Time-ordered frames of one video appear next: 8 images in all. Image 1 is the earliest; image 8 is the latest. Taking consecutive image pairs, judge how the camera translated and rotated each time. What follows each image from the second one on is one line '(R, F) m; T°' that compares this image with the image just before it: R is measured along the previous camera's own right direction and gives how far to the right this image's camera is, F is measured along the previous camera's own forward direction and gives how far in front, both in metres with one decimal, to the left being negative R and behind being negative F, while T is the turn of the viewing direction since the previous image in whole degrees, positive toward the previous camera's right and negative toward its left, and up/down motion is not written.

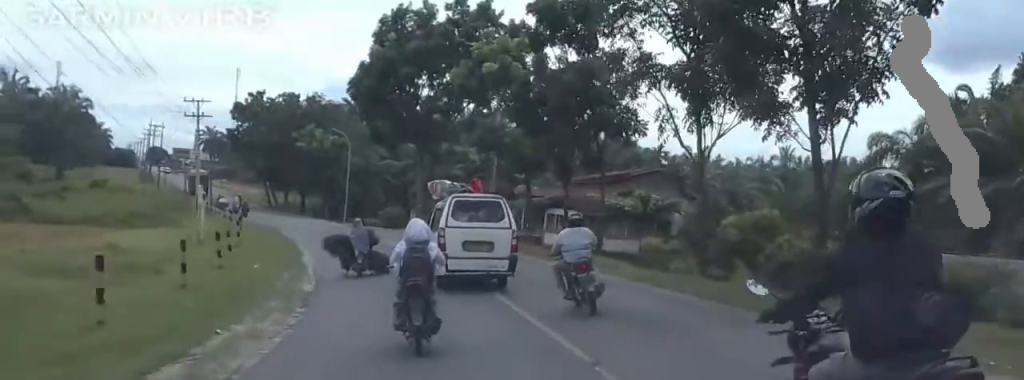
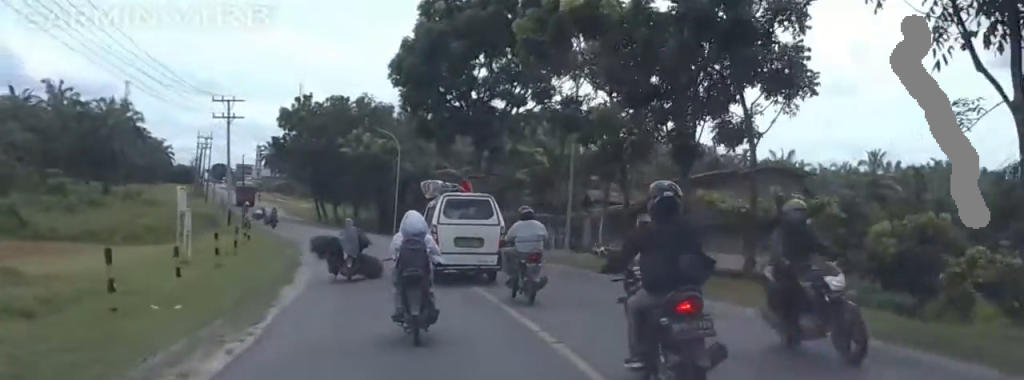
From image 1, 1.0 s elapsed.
(-0.4, +11.4) m; -8°
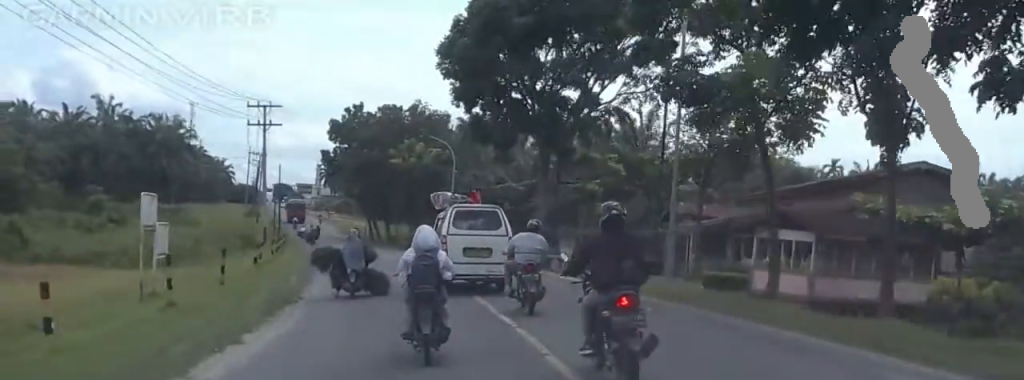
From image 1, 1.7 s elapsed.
(-1.0, +8.5) m; -5°
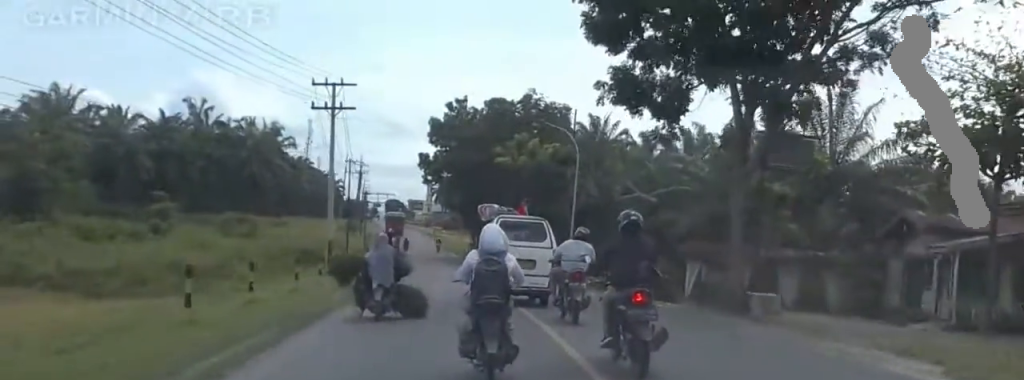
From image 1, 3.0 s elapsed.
(-0.5, +15.1) m; -2°
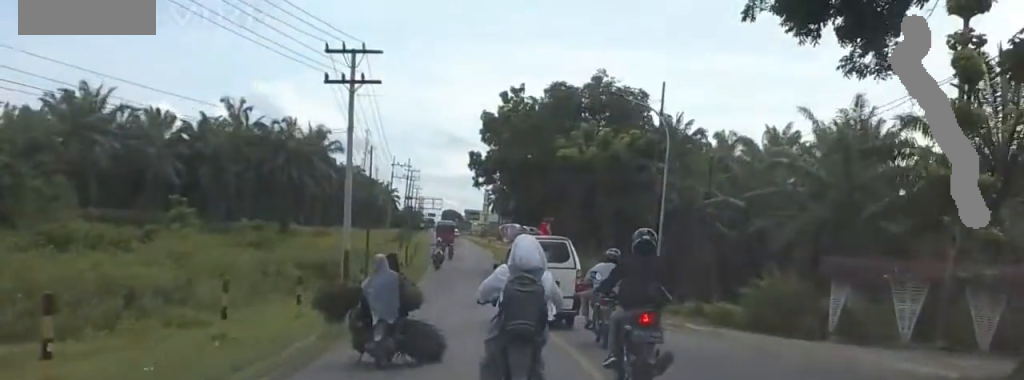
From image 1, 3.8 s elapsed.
(0.0, +10.2) m; -1°
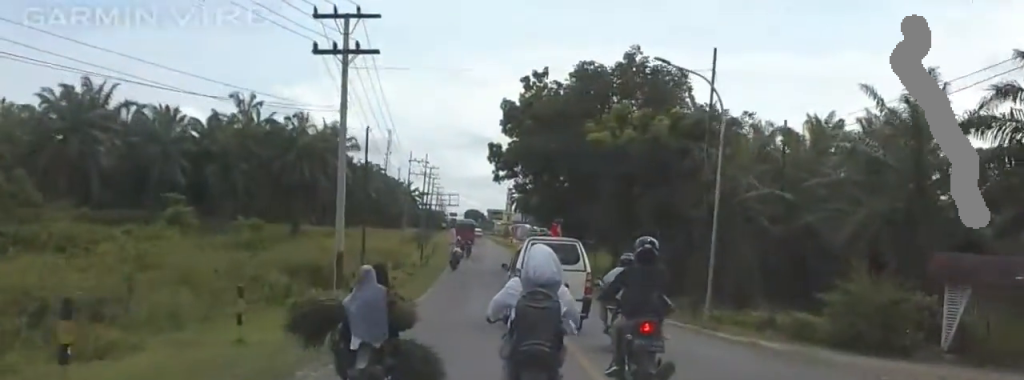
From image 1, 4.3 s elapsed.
(0.0, +5.4) m; -3°
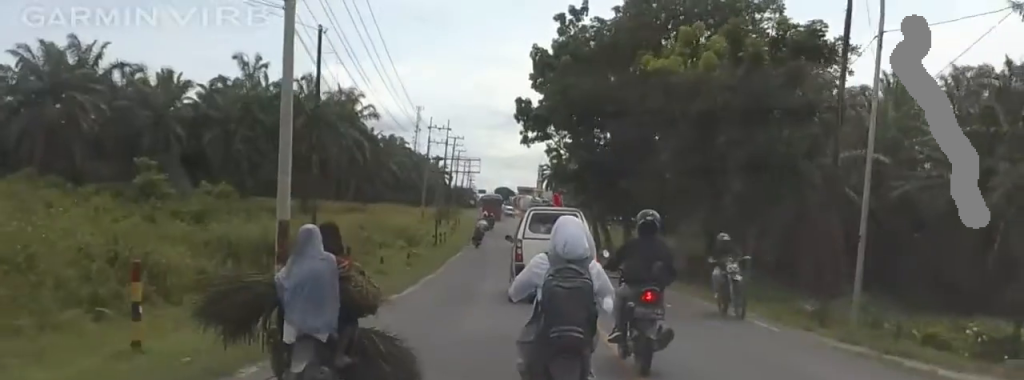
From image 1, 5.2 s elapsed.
(-0.4, +10.3) m; -4°
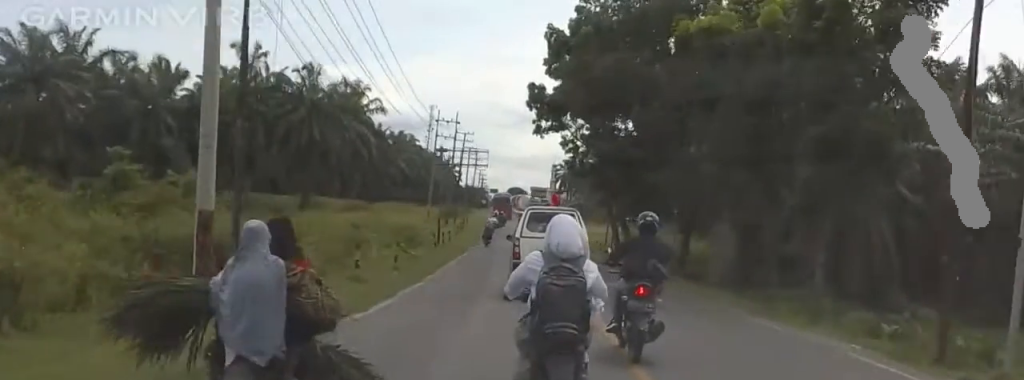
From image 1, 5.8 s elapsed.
(-0.7, +5.9) m; 0°
